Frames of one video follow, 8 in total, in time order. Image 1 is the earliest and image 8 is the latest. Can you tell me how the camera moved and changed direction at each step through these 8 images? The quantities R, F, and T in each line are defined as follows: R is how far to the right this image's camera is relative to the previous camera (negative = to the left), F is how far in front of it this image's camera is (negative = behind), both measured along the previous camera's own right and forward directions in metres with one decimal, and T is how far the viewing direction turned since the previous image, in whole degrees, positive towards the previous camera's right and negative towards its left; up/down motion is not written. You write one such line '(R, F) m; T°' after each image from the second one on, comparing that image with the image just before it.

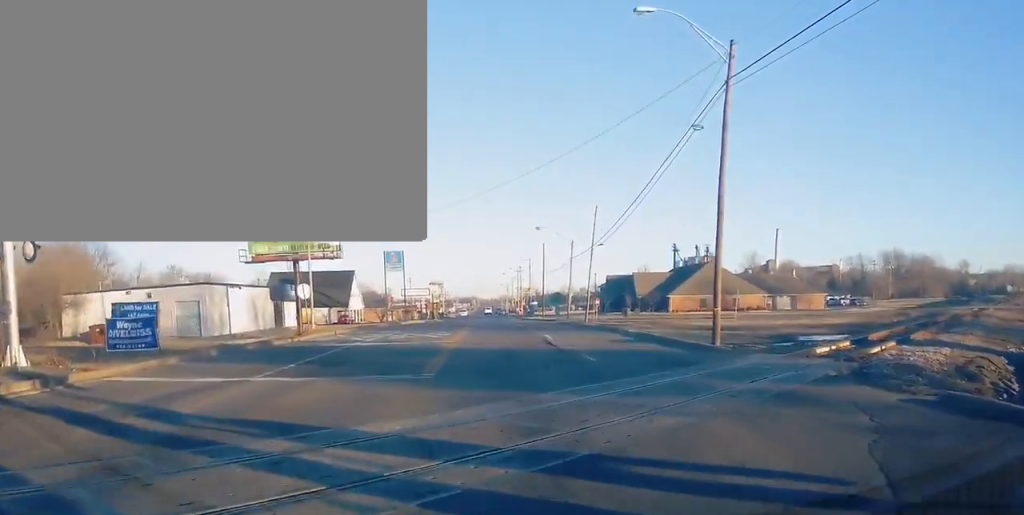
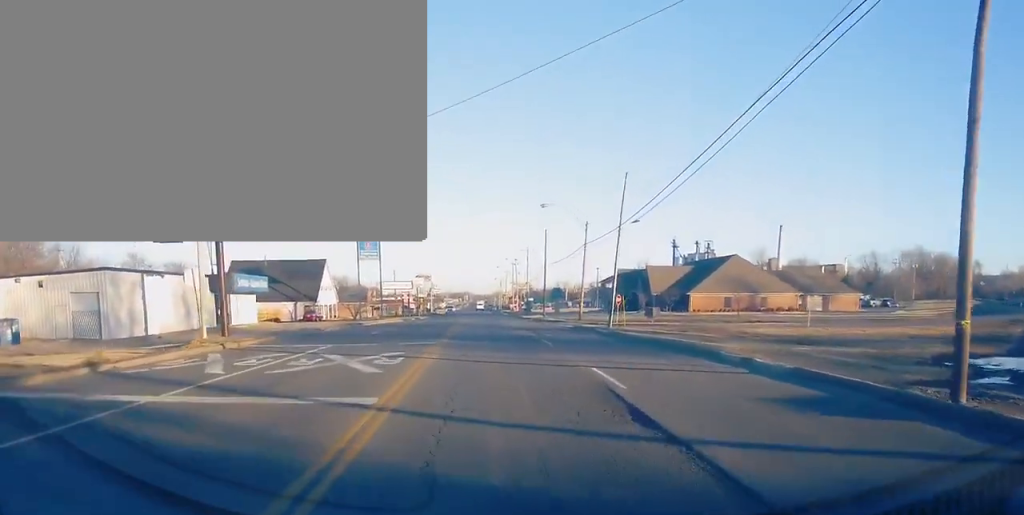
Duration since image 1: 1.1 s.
(0.0, +18.0) m; 0°
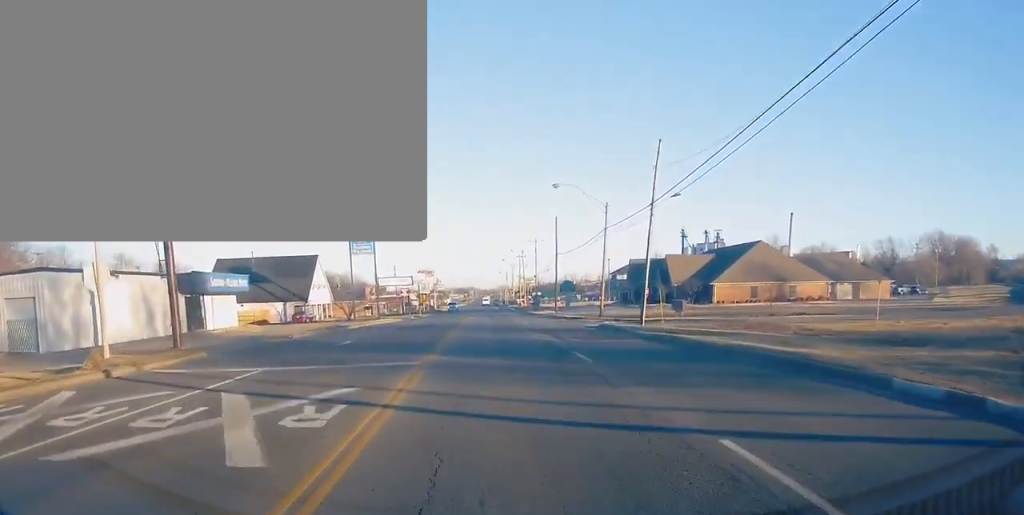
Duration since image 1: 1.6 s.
(0.0, +9.0) m; 0°
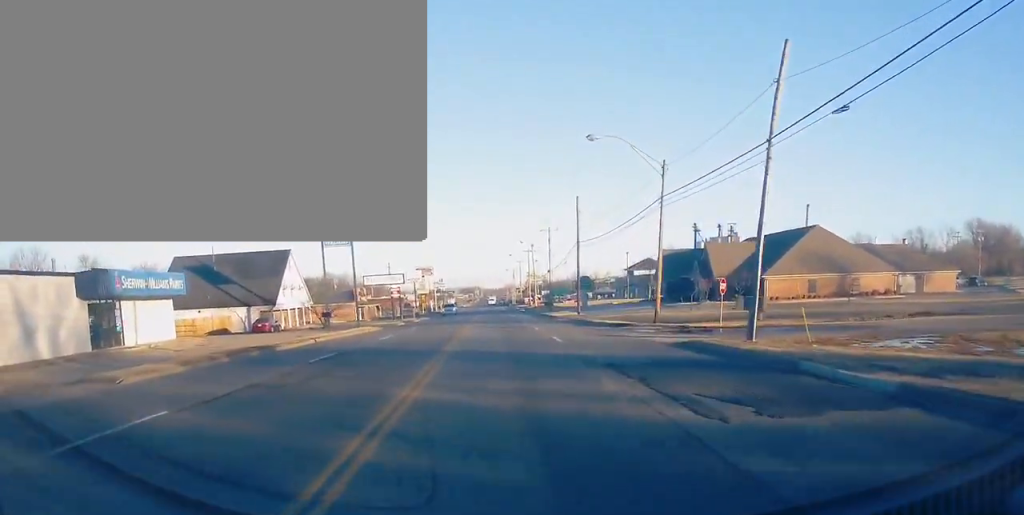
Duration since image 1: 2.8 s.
(0.0, +17.9) m; 0°
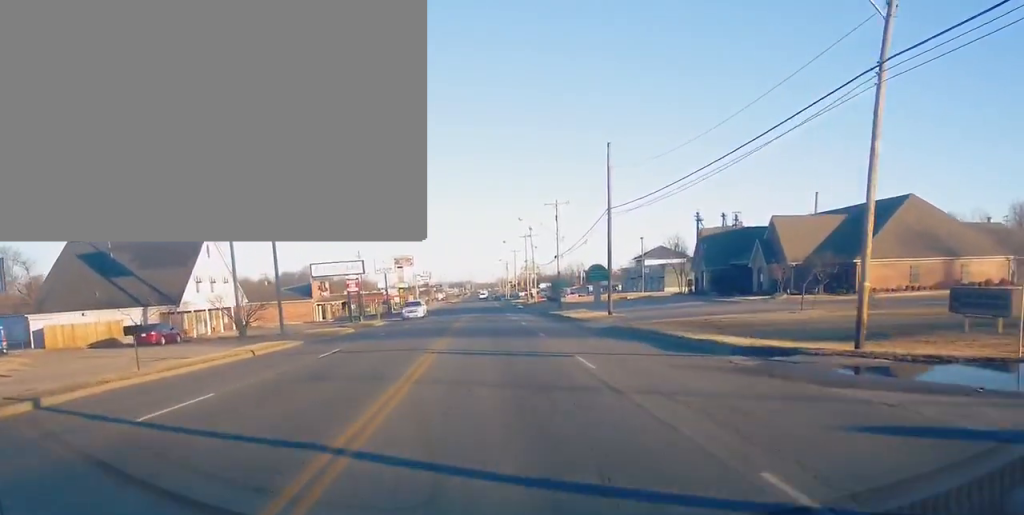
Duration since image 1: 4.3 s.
(0.0, +24.5) m; 0°
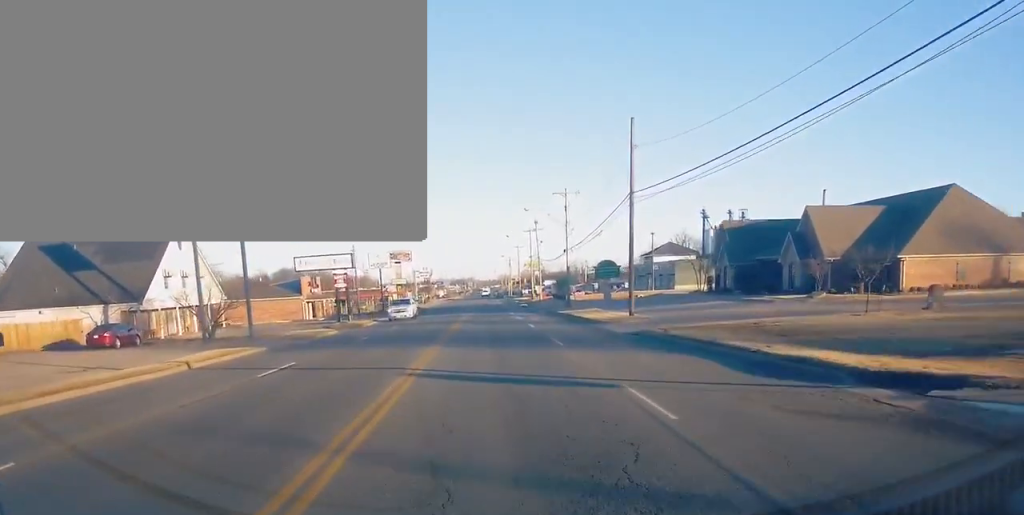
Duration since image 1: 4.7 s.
(0.0, +7.0) m; 0°
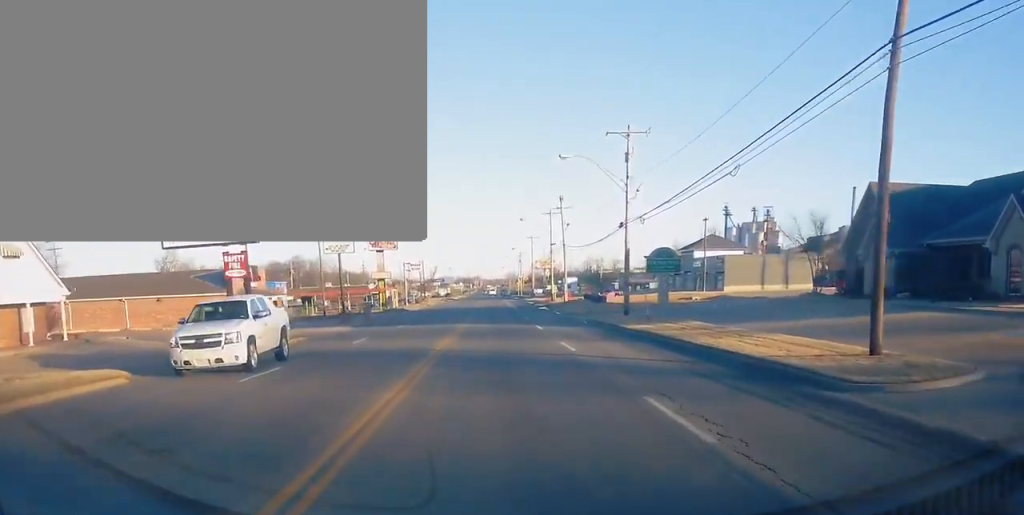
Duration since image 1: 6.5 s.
(0.0, +28.8) m; 0°
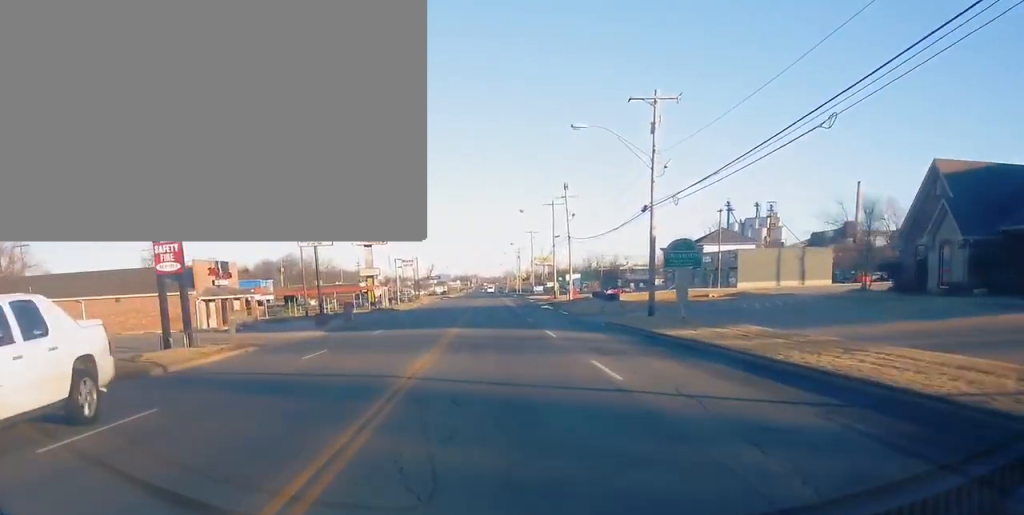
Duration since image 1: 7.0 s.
(0.0, +7.9) m; 0°
